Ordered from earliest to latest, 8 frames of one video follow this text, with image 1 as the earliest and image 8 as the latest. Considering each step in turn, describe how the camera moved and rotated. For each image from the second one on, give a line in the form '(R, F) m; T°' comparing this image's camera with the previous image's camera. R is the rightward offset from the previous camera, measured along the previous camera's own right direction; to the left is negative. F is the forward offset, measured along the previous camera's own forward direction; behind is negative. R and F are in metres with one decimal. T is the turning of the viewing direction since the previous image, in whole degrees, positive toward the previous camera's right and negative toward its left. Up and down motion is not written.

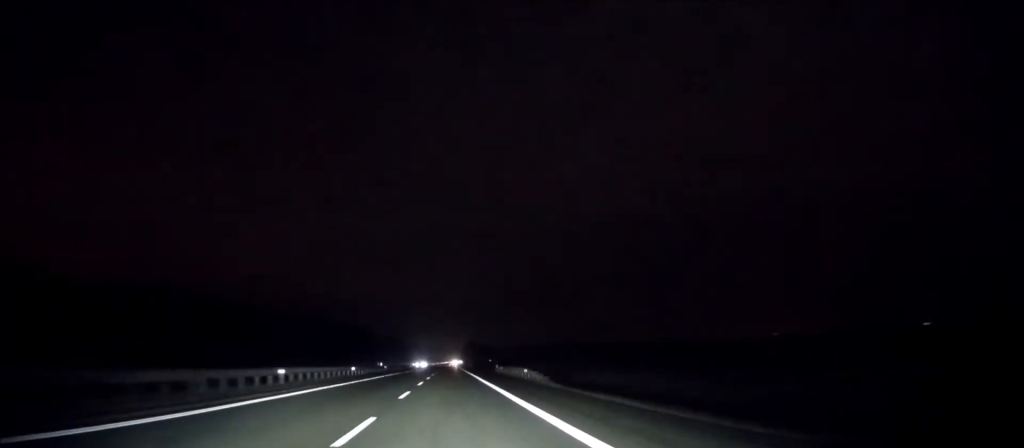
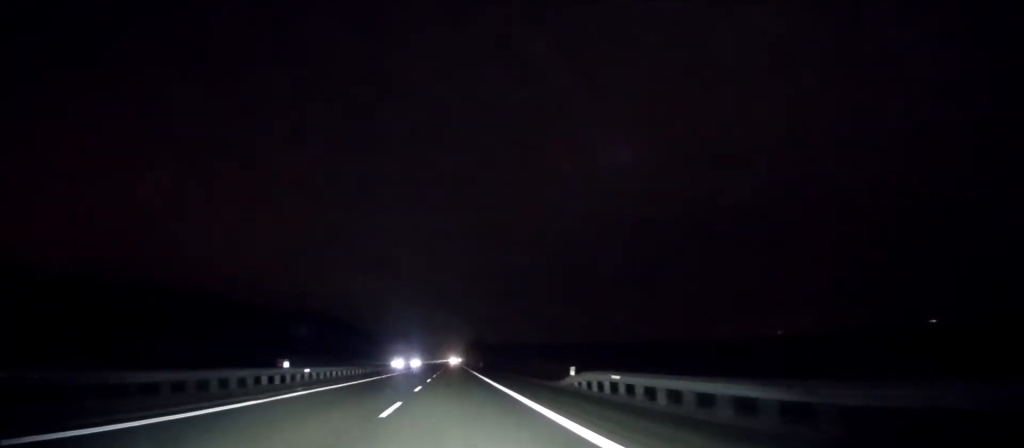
(-0.1, +43.5) m; 0°
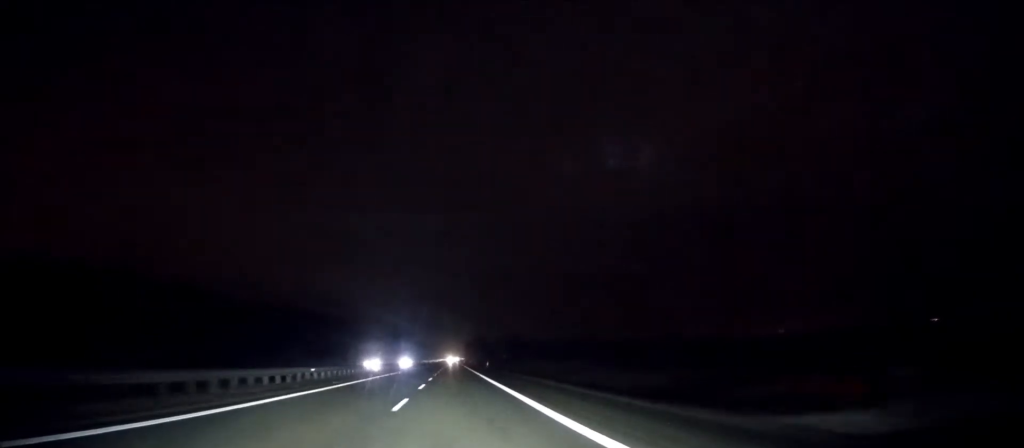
(0.0, +22.2) m; 0°
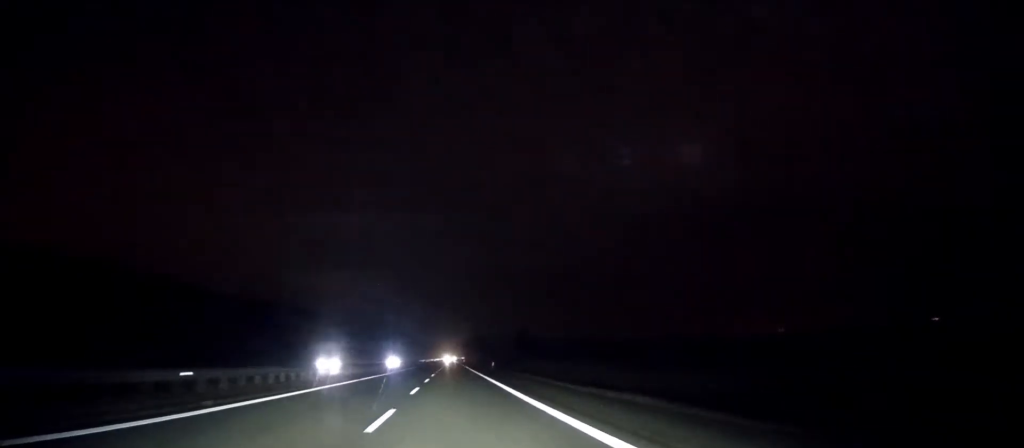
(-0.1, +17.1) m; 0°
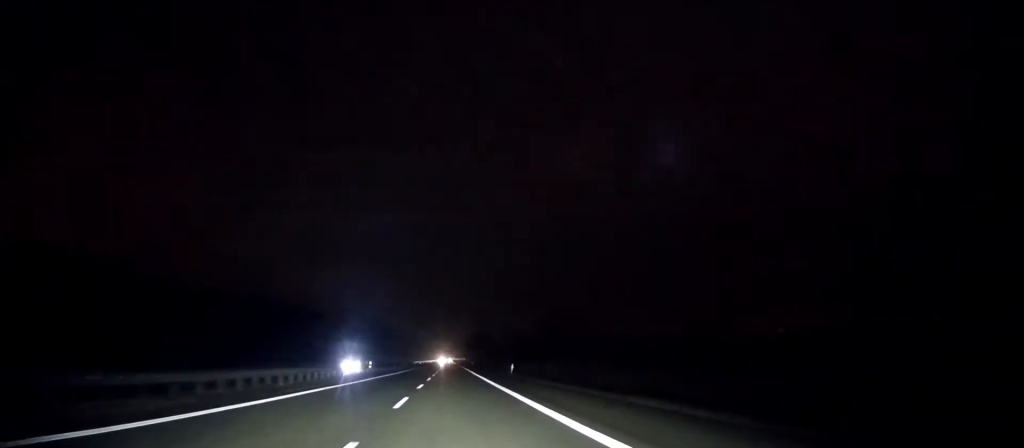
(0.0, +30.2) m; 0°
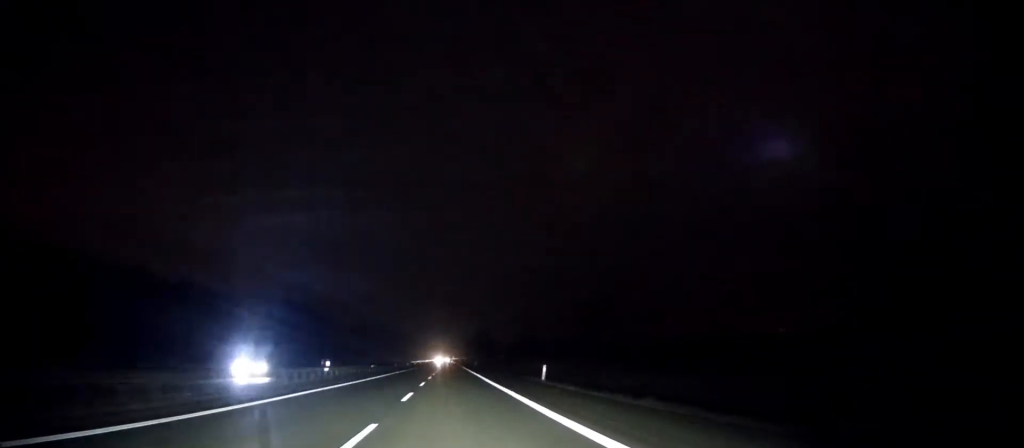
(0.0, +21.1) m; 0°
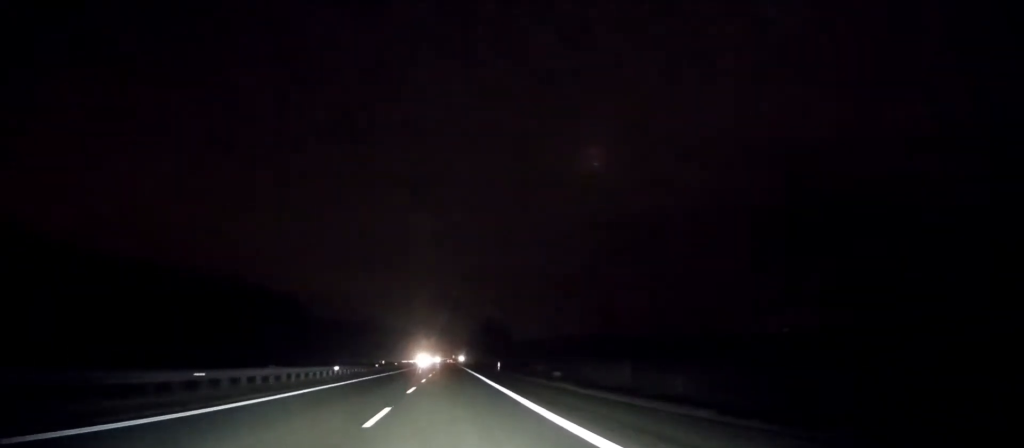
(+0.4, +68.2) m; 0°
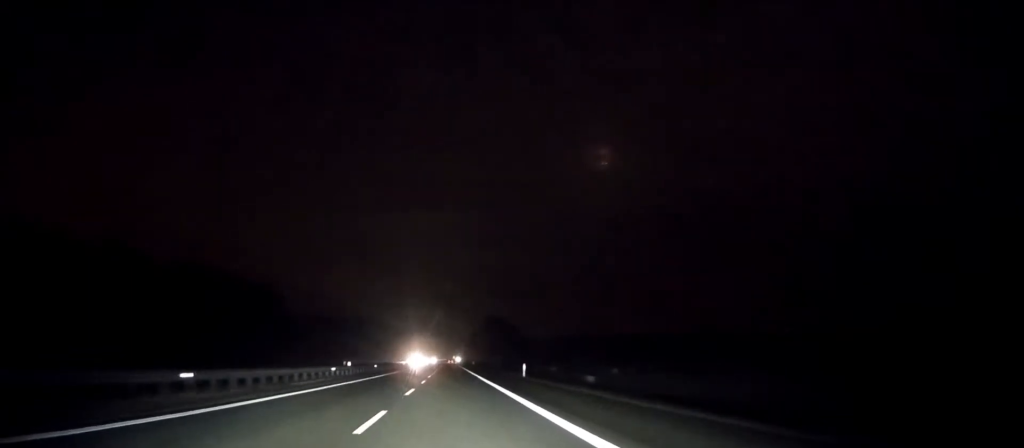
(0.0, +25.0) m; 0°
